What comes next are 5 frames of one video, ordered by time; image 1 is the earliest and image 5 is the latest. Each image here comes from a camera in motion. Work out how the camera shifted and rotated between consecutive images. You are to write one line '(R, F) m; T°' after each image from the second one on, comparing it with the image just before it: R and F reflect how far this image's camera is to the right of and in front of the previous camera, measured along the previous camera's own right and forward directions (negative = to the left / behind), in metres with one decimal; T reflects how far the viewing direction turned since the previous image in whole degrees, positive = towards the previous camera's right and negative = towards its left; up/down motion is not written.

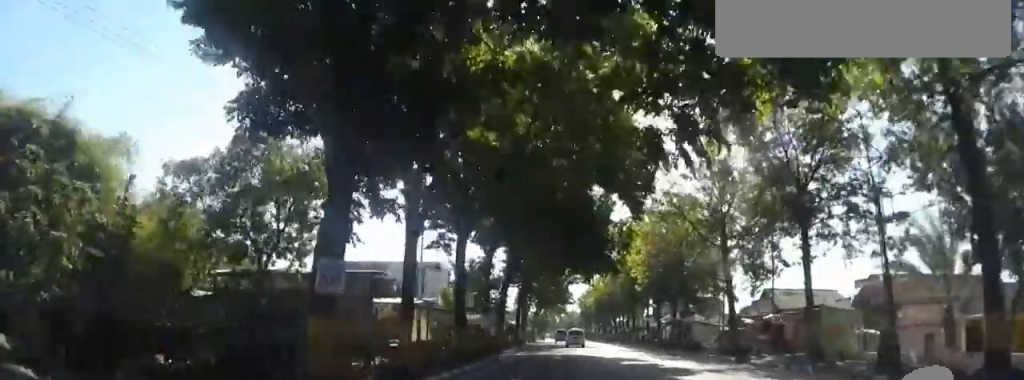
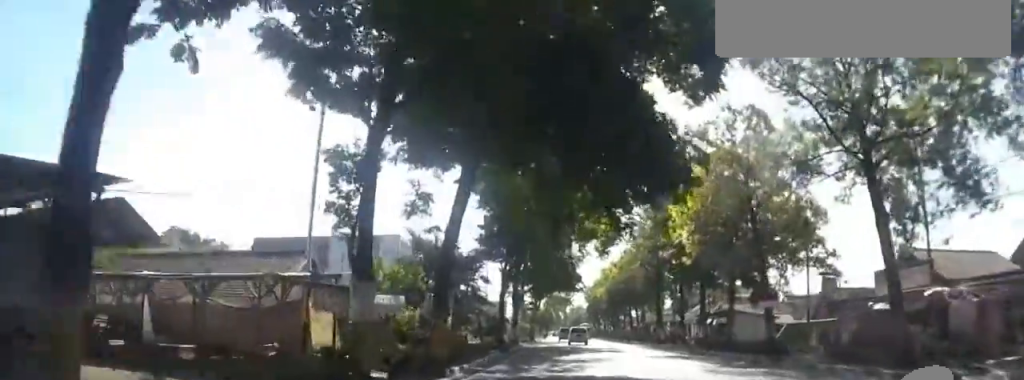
(0.0, +13.8) m; -1°
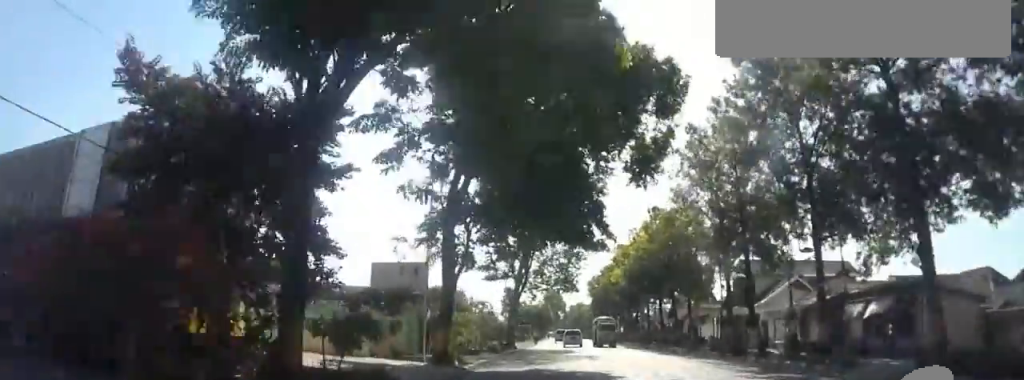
(-0.5, +22.1) m; -2°
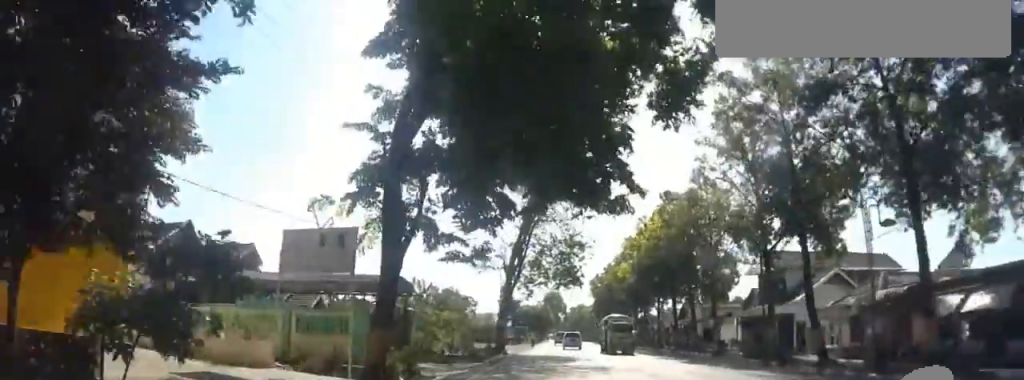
(0.0, +5.7) m; 0°
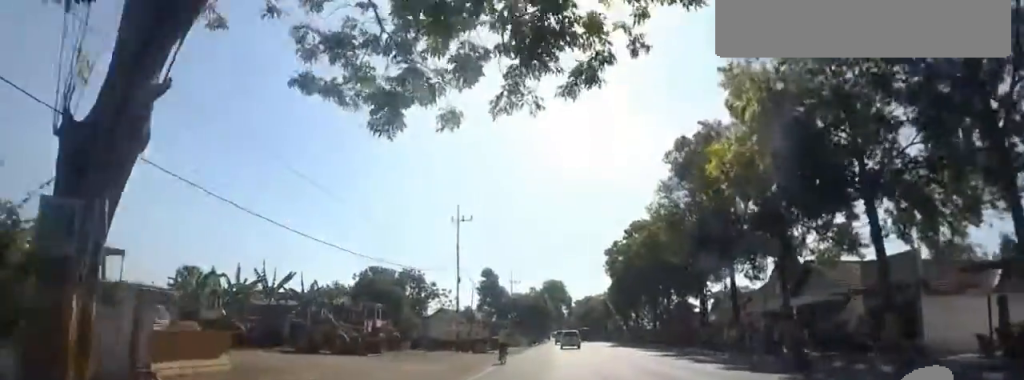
(+1.5, +27.9) m; +4°
